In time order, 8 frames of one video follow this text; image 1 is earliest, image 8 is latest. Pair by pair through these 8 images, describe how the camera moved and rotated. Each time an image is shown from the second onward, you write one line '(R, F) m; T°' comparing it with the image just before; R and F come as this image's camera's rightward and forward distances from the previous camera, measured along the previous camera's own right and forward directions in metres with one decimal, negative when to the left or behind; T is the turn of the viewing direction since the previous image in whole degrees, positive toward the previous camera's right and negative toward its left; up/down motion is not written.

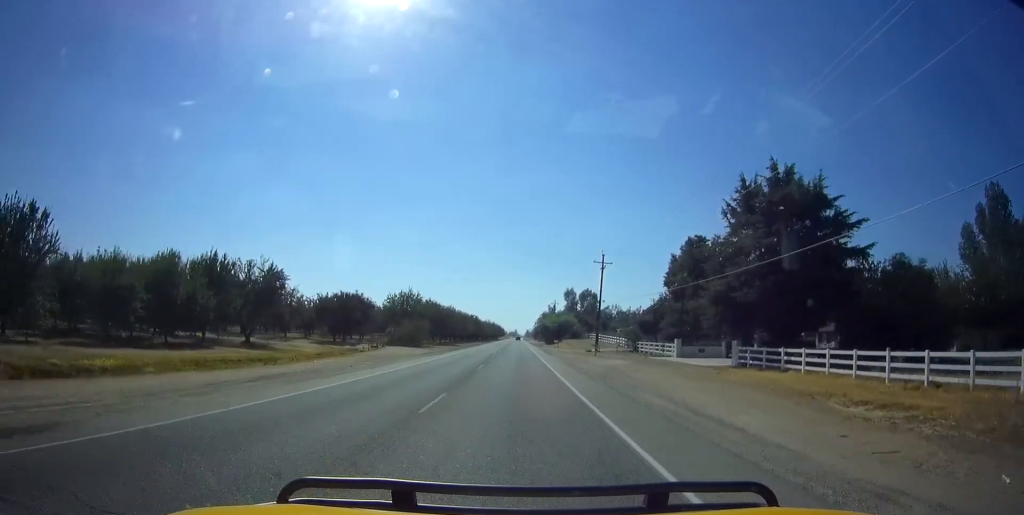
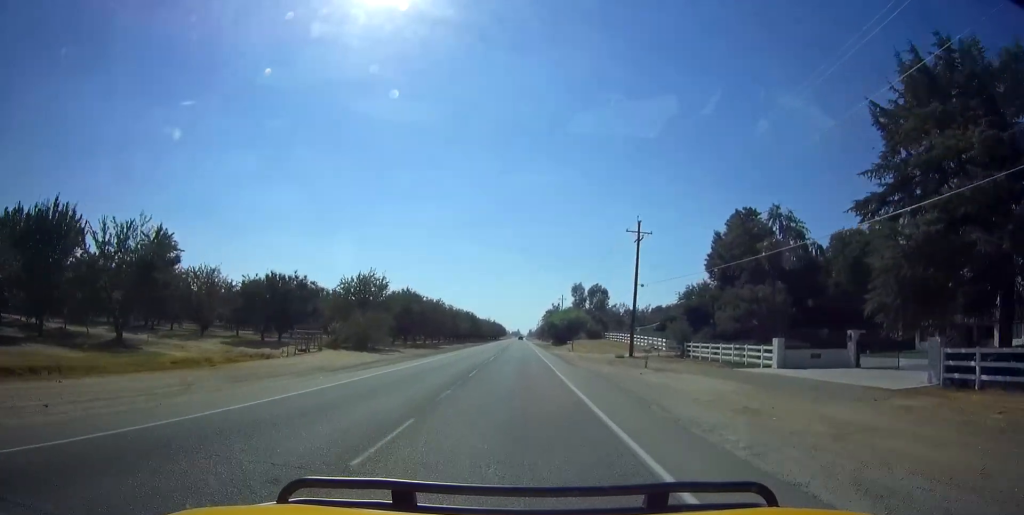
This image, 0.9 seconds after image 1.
(-0.1, +19.8) m; 0°
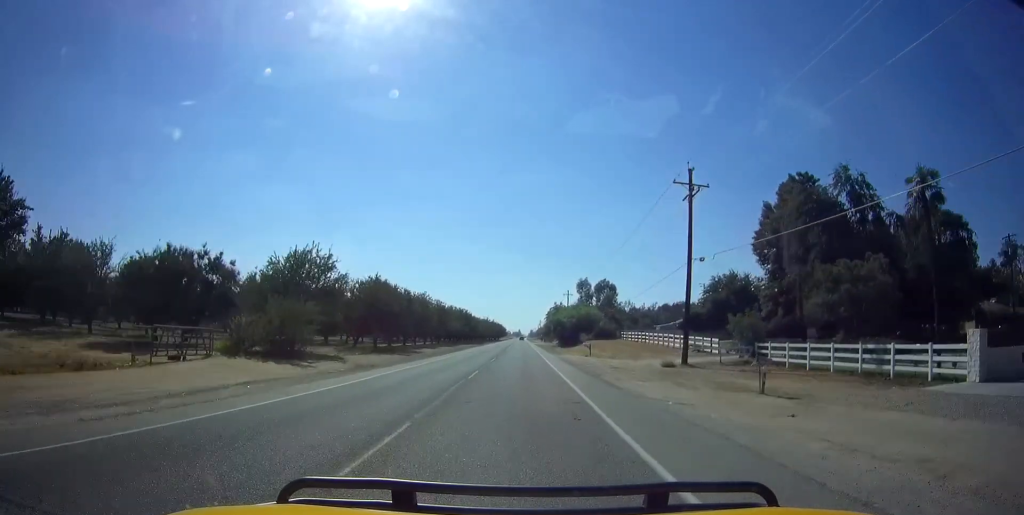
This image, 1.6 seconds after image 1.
(+0.1, +15.5) m; 0°
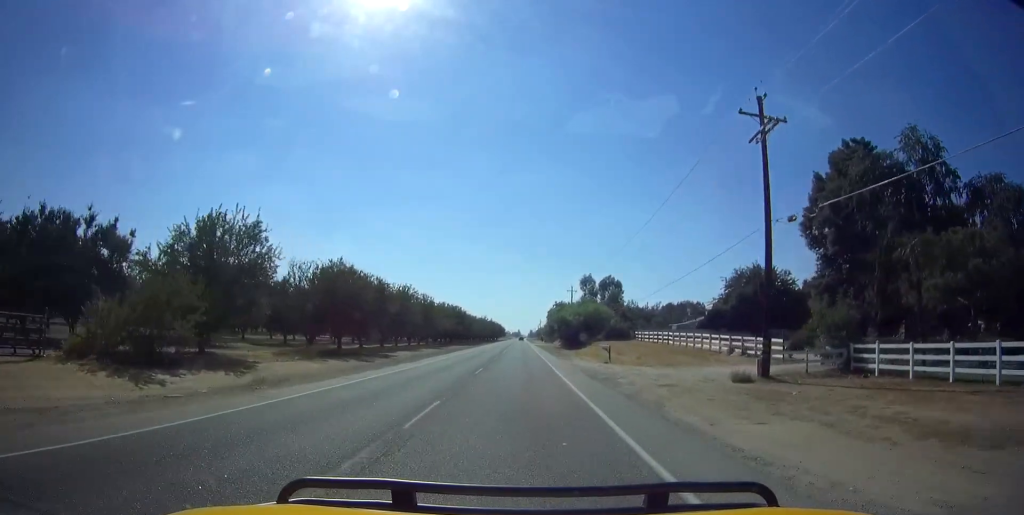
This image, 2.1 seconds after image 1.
(-0.2, +11.3) m; 0°
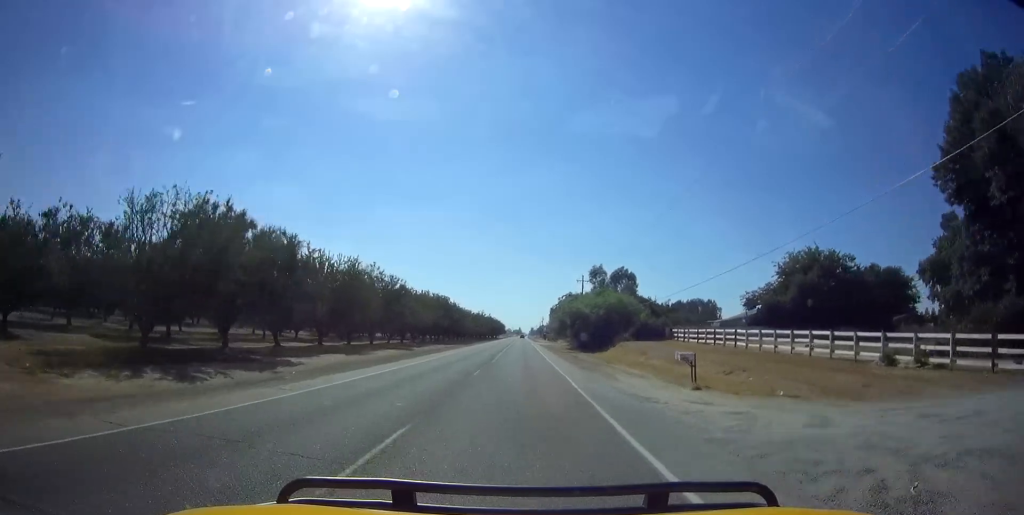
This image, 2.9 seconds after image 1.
(0.0, +18.8) m; 0°
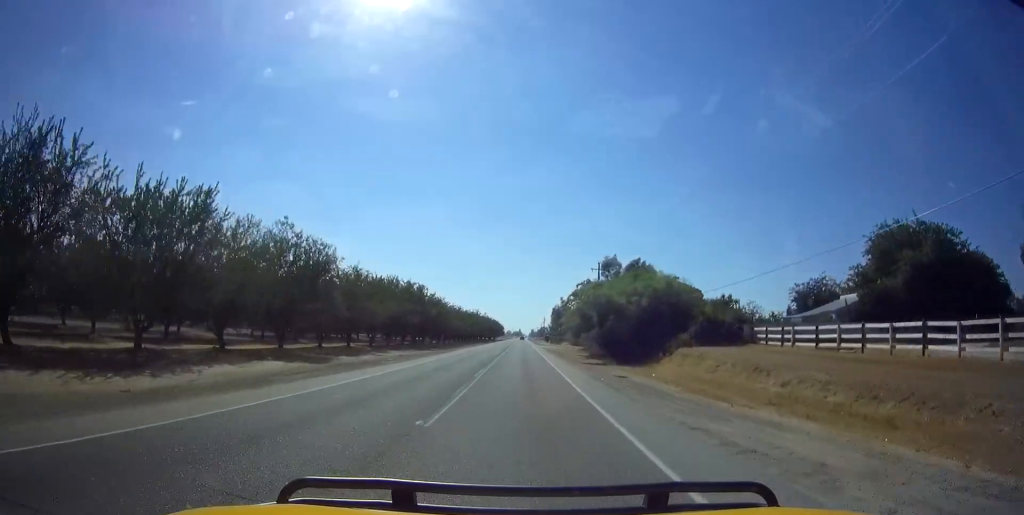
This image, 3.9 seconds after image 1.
(+0.2, +21.0) m; +1°
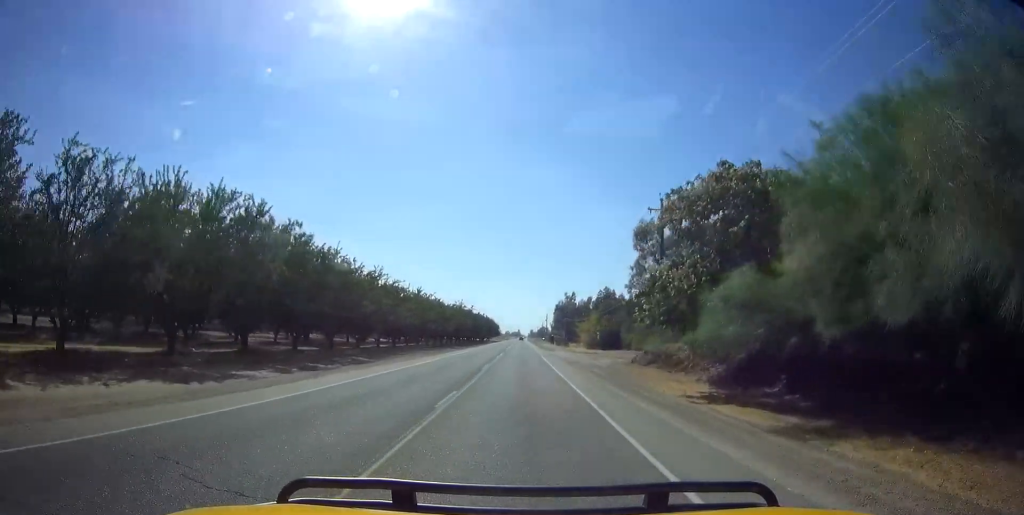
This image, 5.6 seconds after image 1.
(+0.4, +38.5) m; +2°
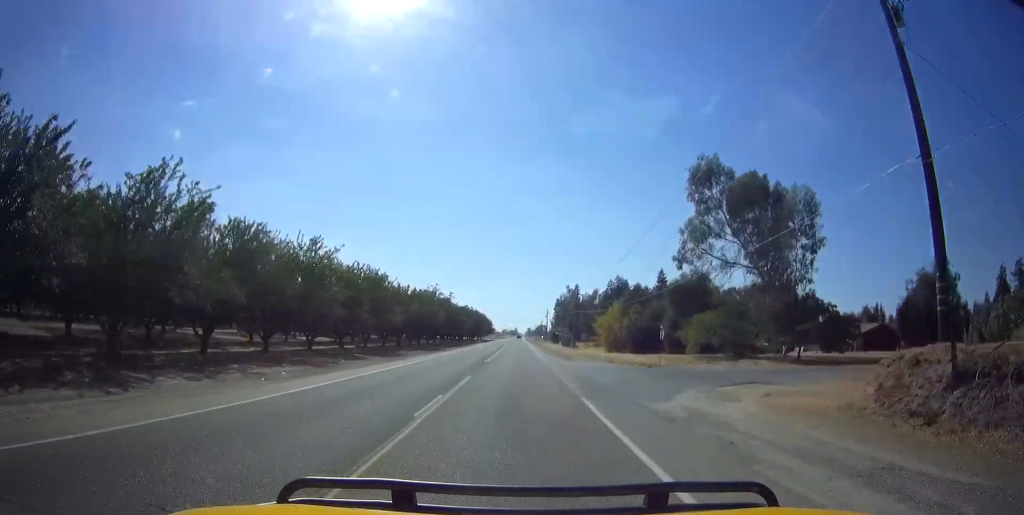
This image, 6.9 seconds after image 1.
(-0.1, +31.3) m; -1°
